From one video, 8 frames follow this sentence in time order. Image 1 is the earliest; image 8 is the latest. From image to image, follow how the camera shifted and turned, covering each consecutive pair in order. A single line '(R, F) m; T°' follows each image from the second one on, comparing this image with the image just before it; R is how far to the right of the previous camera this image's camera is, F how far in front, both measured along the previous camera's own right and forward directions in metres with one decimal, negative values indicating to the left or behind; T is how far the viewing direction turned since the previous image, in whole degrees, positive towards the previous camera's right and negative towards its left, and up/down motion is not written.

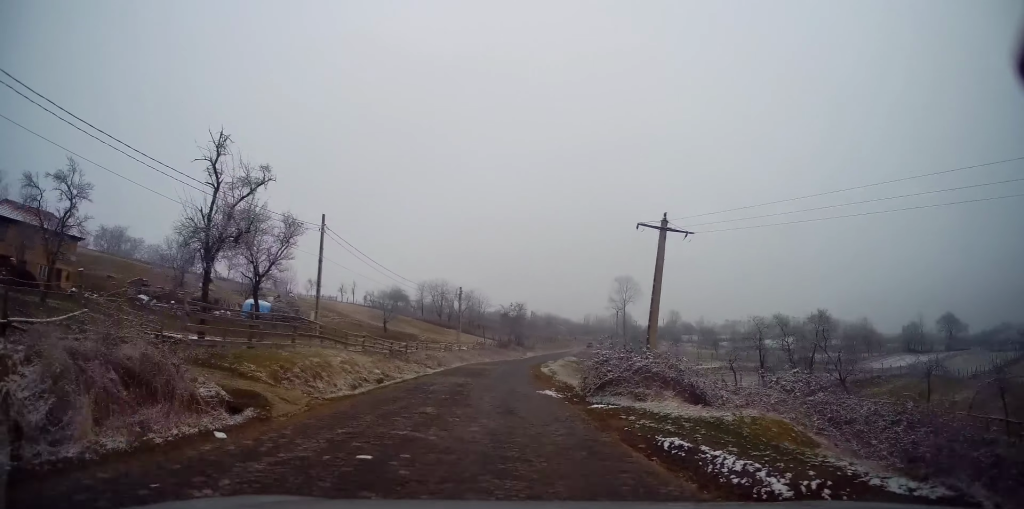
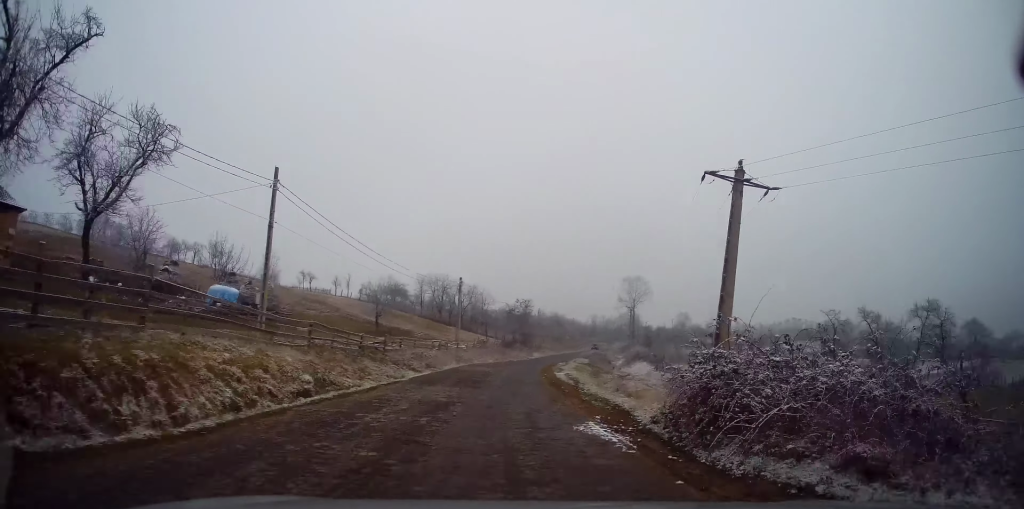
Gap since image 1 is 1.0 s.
(-0.2, +9.2) m; +1°
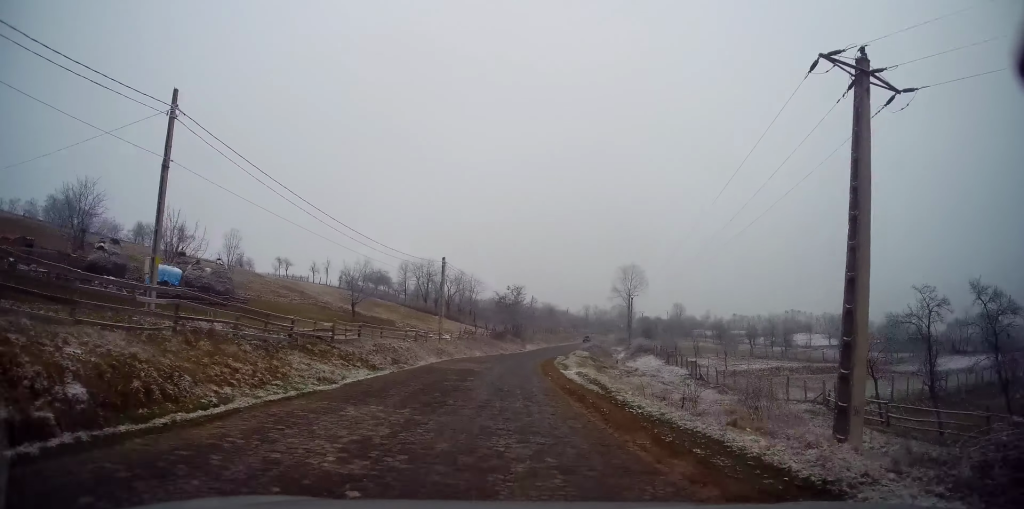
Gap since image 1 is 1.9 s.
(+0.4, +8.4) m; 0°
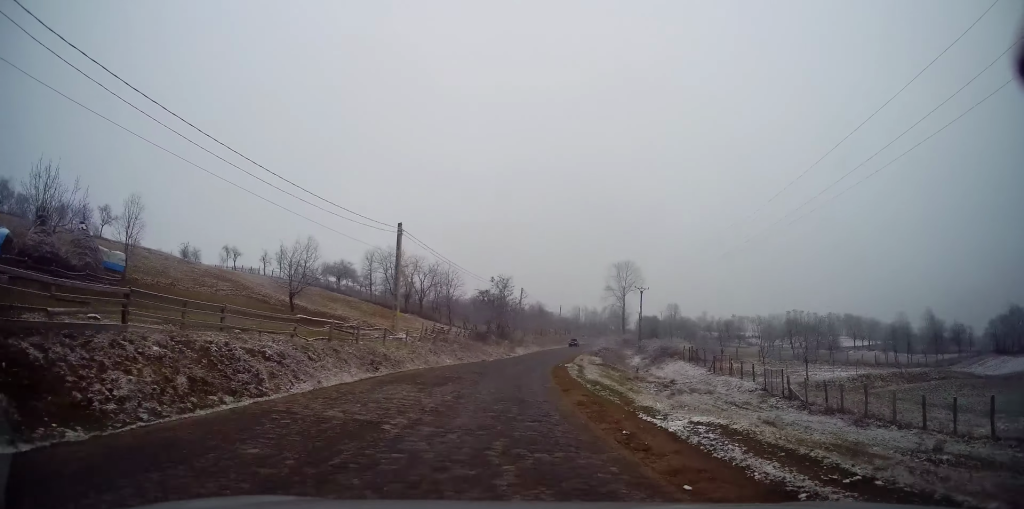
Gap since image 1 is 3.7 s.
(-0.1, +17.6) m; +3°
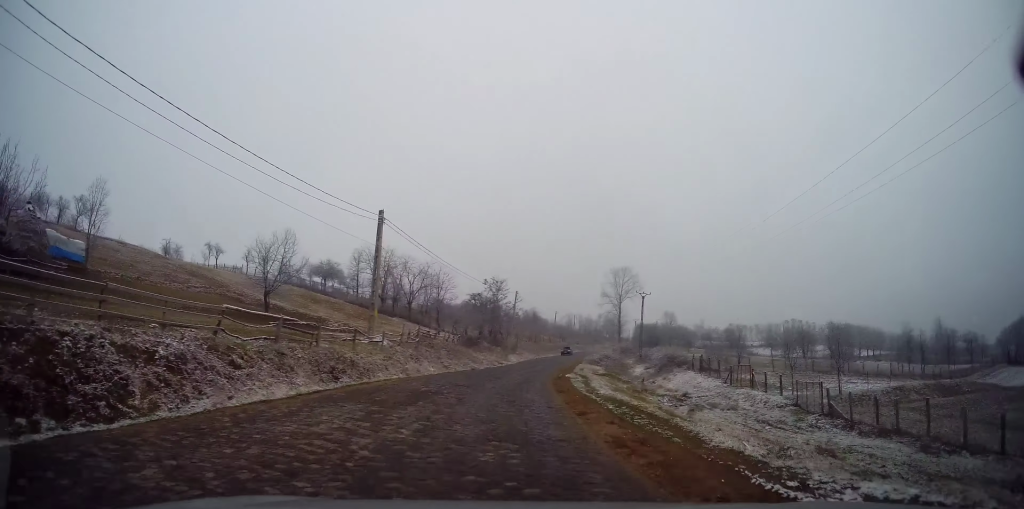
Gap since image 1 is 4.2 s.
(+0.1, +5.0) m; 0°
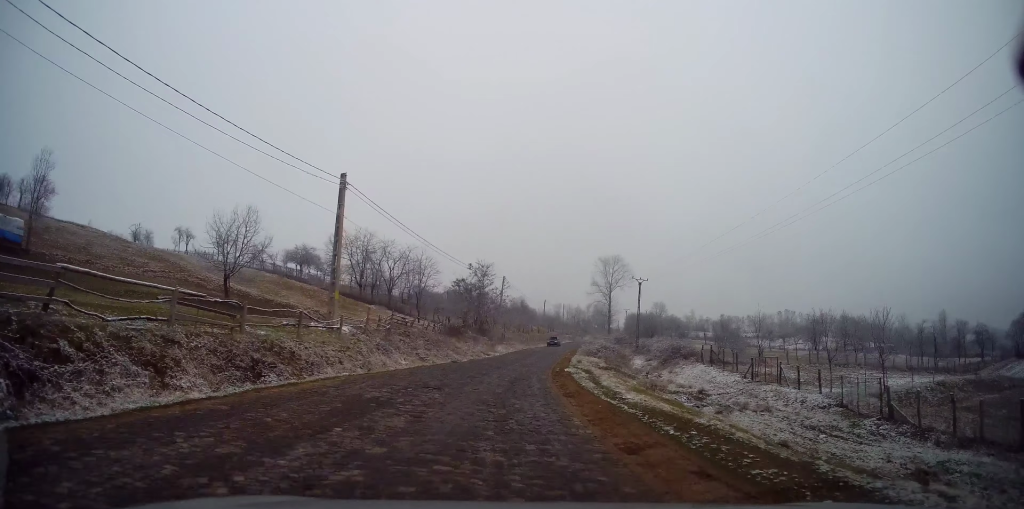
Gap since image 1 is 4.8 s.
(+0.1, +5.7) m; -1°
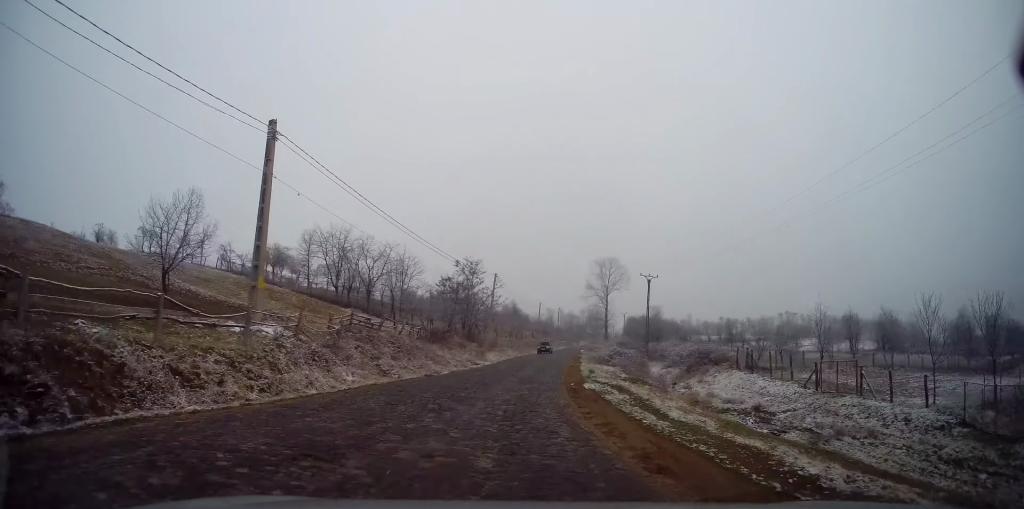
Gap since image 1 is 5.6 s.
(-0.2, +8.6) m; +2°
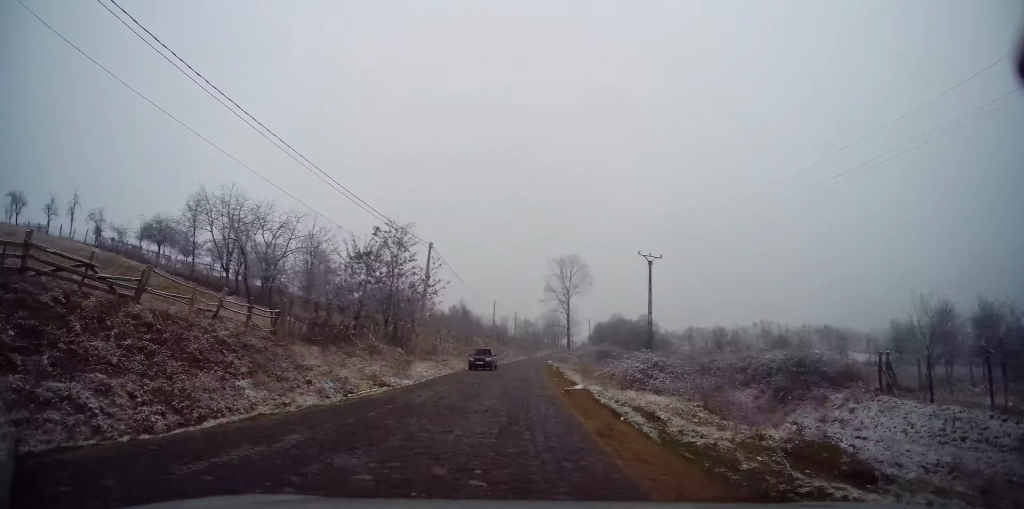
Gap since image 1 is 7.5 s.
(+1.1, +19.6) m; +4°
